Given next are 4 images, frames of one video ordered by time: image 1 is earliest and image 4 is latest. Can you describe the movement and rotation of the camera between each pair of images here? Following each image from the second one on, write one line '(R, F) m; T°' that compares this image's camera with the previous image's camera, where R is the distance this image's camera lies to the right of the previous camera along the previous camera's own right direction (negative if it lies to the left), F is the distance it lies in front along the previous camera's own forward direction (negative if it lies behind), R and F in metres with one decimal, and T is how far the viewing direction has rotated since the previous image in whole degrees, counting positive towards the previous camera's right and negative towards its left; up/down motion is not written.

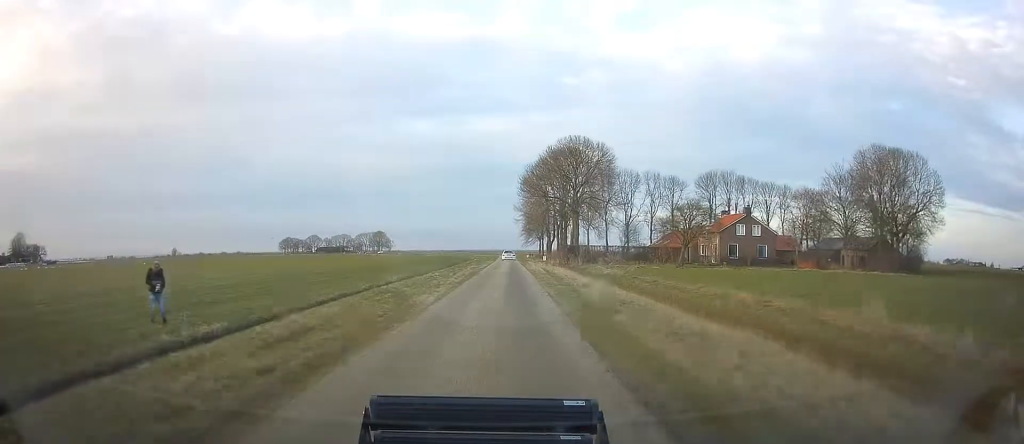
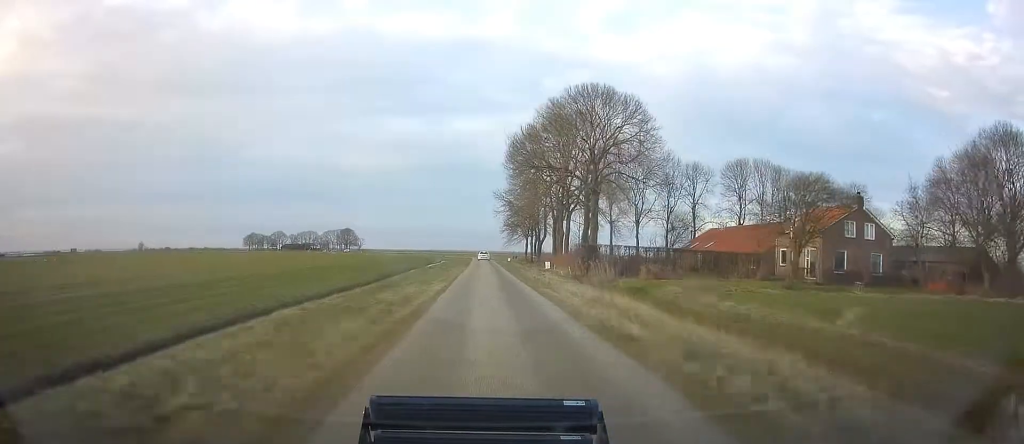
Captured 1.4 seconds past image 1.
(+0.9, +29.7) m; +3°
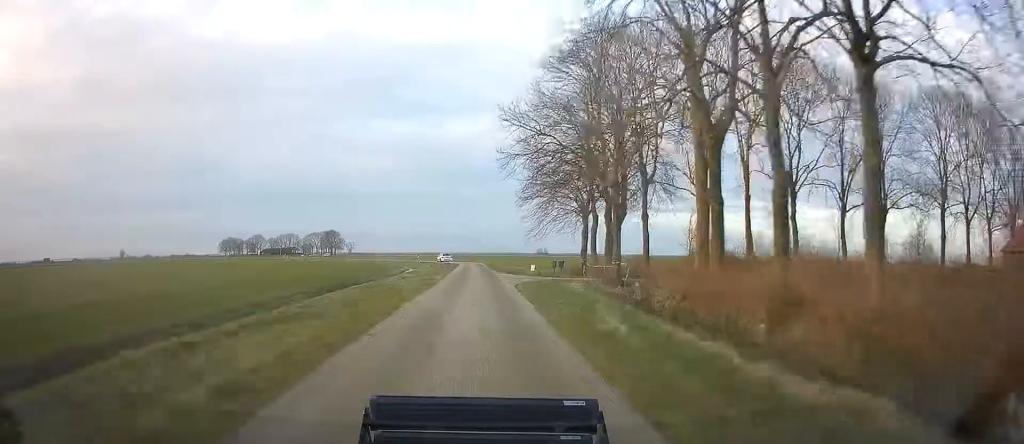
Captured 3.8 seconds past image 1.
(+0.9, +55.9) m; 0°
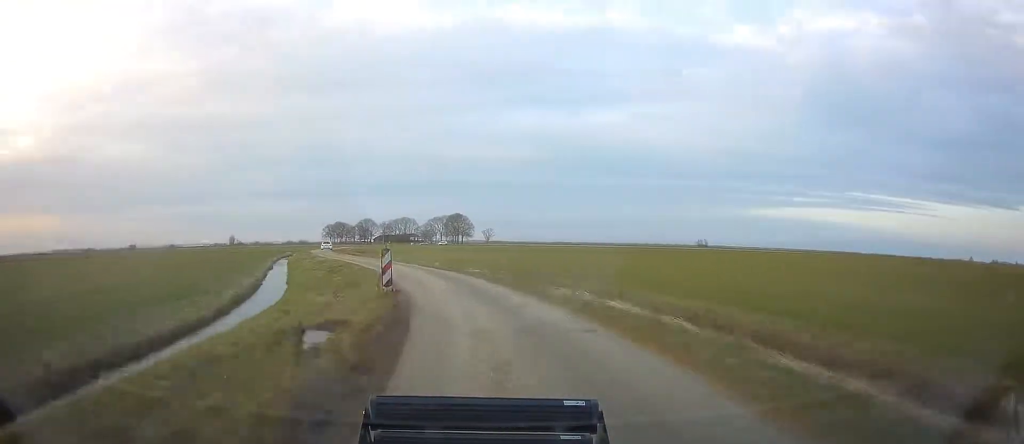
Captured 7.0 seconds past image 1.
(-5.0, +85.6) m; -14°
